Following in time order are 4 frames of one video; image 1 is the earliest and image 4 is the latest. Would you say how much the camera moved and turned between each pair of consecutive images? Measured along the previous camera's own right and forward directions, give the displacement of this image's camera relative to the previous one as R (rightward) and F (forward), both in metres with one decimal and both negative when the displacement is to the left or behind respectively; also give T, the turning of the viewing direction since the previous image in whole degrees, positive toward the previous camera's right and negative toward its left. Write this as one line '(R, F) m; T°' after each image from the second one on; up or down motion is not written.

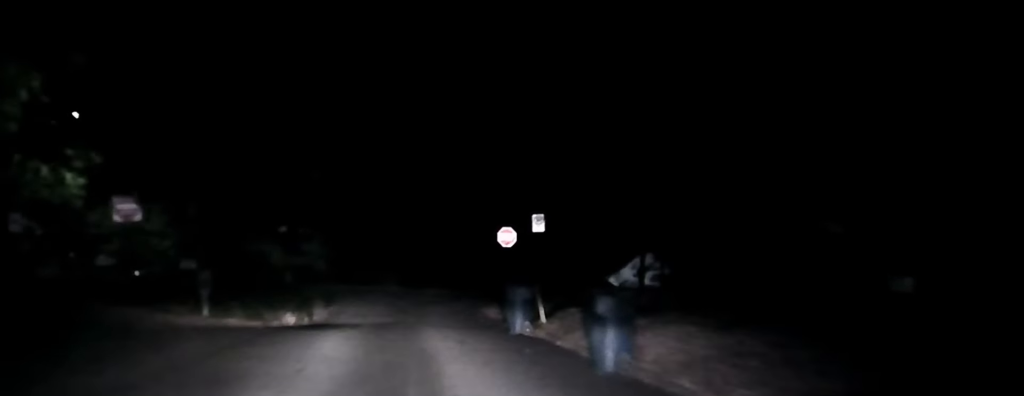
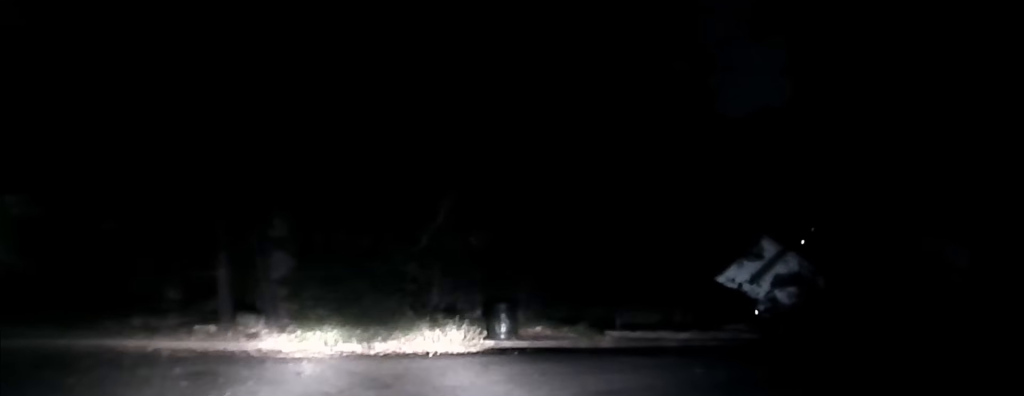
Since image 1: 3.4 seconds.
(+2.8, +26.2) m; +35°
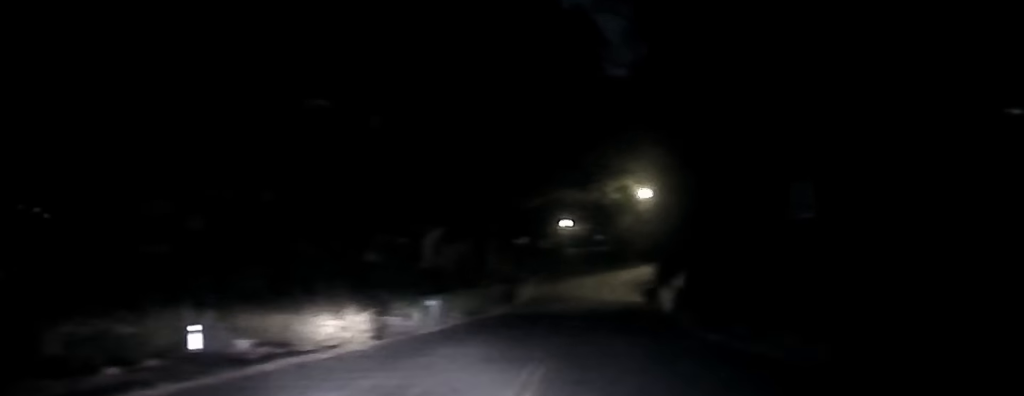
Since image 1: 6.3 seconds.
(+6.1, +15.5) m; +31°
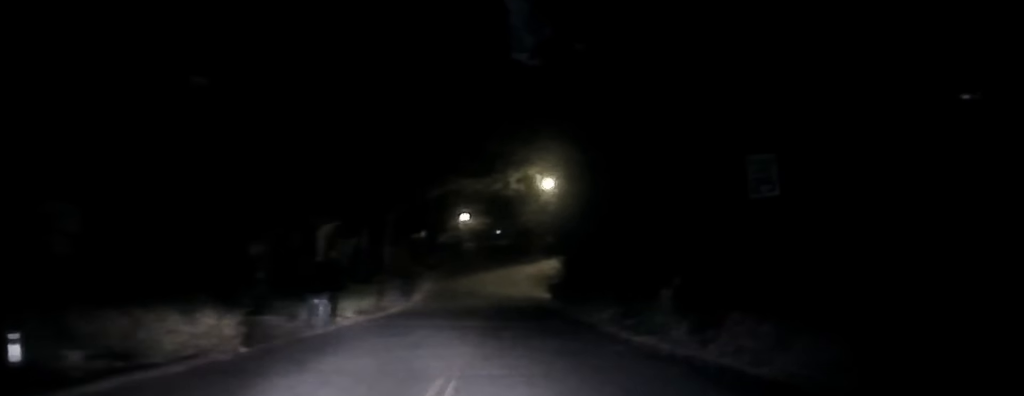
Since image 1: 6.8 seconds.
(+0.3, +4.3) m; +2°
